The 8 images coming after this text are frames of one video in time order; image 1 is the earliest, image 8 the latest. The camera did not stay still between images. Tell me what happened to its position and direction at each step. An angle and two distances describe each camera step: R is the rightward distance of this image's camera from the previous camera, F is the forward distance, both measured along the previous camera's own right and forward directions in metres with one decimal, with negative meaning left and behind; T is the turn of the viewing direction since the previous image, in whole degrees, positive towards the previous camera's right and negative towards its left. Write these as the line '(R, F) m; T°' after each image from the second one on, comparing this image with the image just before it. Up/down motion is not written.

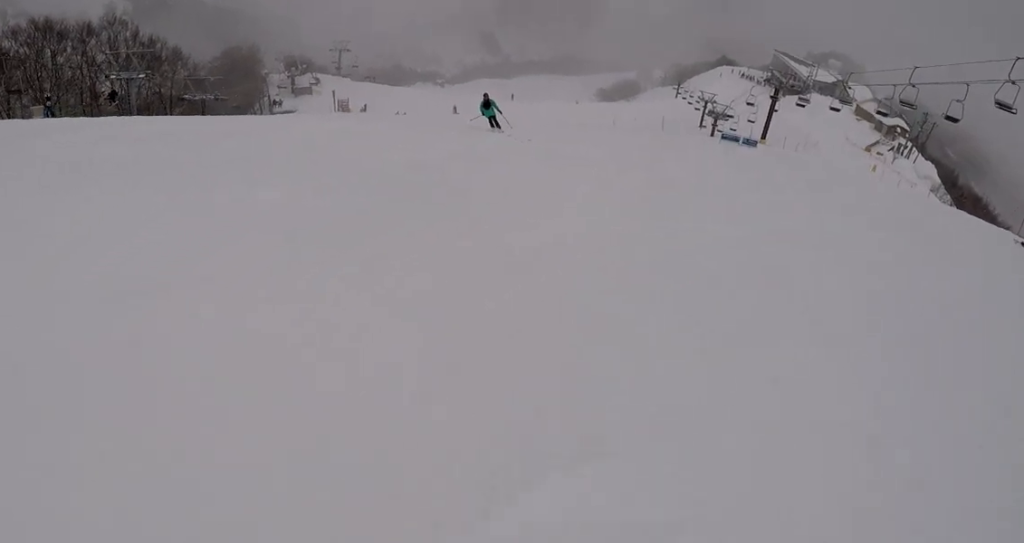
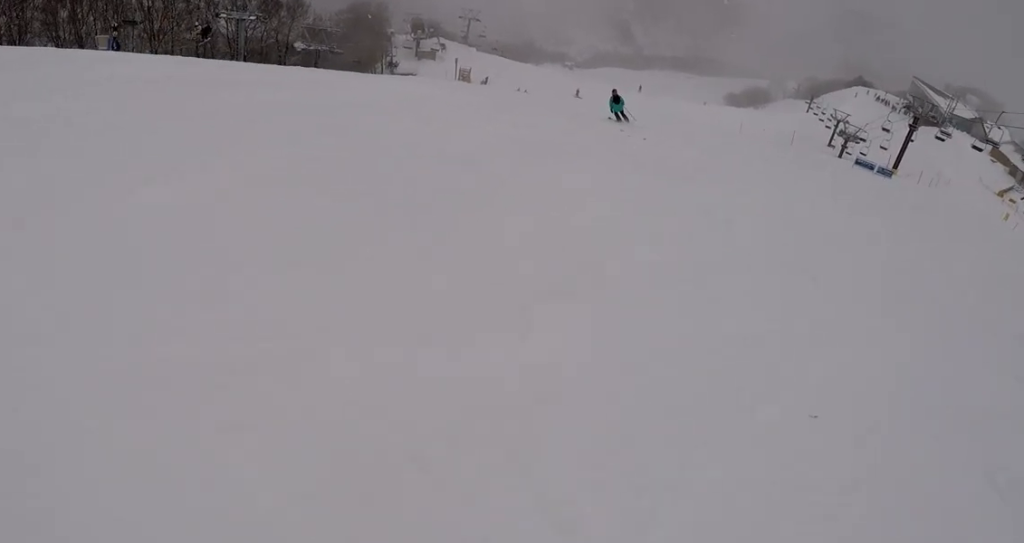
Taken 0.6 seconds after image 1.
(-1.1, +2.8) m; -16°
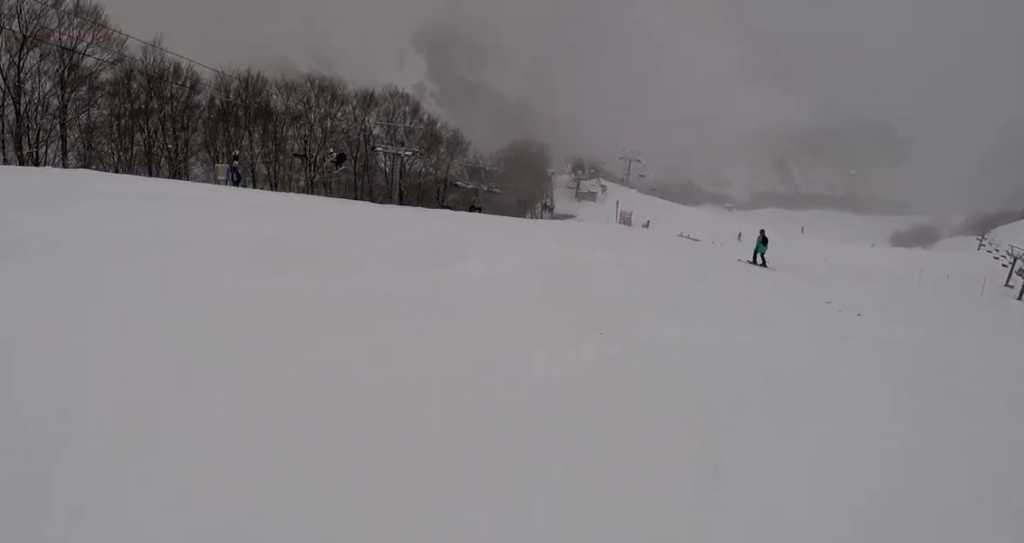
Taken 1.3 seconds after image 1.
(-0.9, +3.9) m; -14°
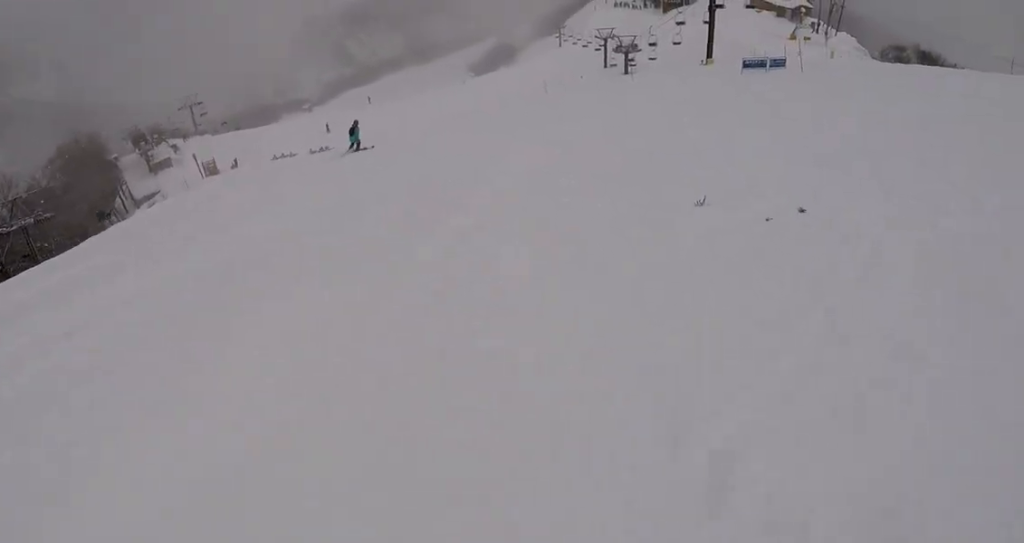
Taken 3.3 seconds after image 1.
(+0.9, +11.7) m; +19°
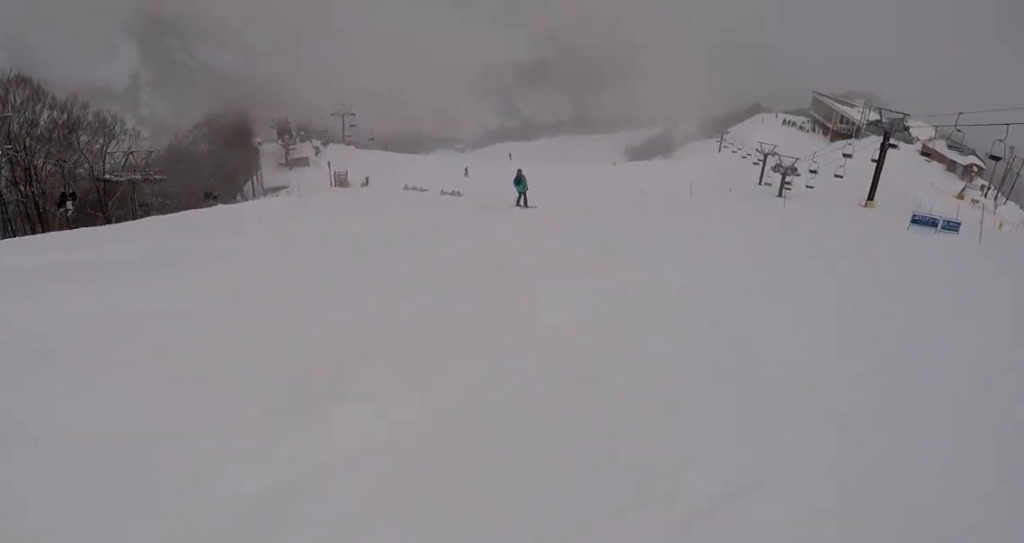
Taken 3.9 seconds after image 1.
(+0.6, +4.0) m; +4°
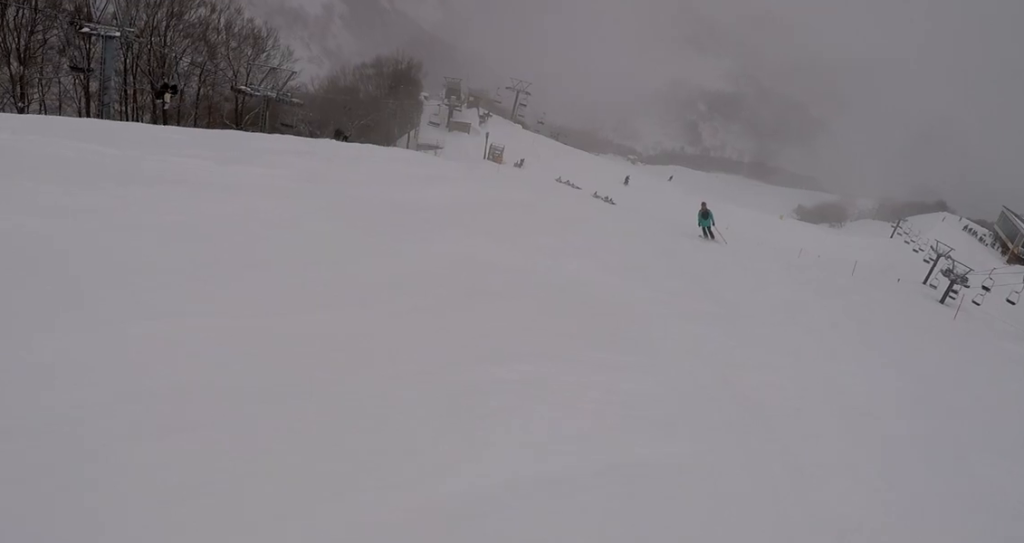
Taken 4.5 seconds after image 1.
(0.0, +3.9) m; -7°
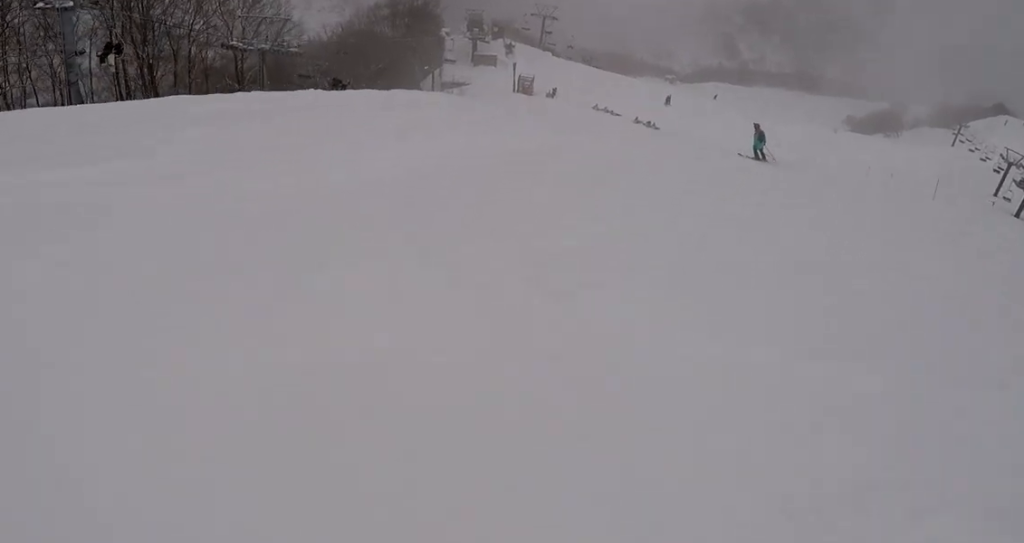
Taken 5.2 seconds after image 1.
(0.0, +4.4) m; -12°
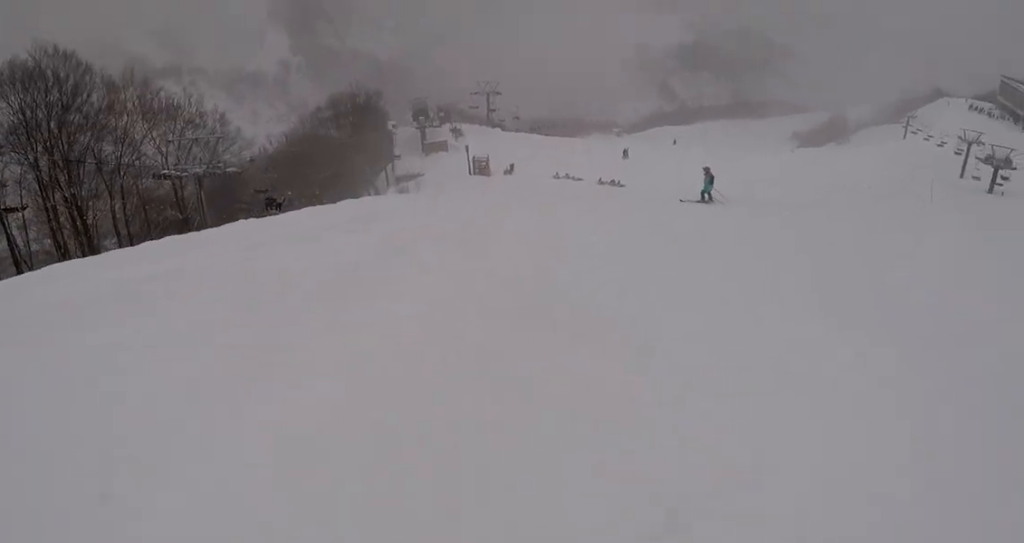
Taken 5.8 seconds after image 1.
(-1.1, +4.2) m; -5°
